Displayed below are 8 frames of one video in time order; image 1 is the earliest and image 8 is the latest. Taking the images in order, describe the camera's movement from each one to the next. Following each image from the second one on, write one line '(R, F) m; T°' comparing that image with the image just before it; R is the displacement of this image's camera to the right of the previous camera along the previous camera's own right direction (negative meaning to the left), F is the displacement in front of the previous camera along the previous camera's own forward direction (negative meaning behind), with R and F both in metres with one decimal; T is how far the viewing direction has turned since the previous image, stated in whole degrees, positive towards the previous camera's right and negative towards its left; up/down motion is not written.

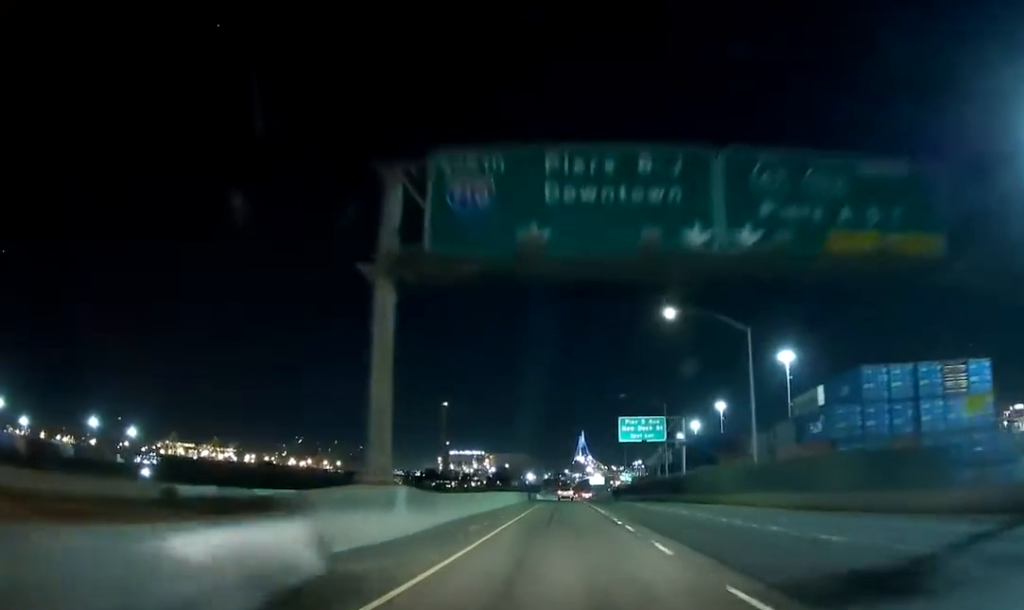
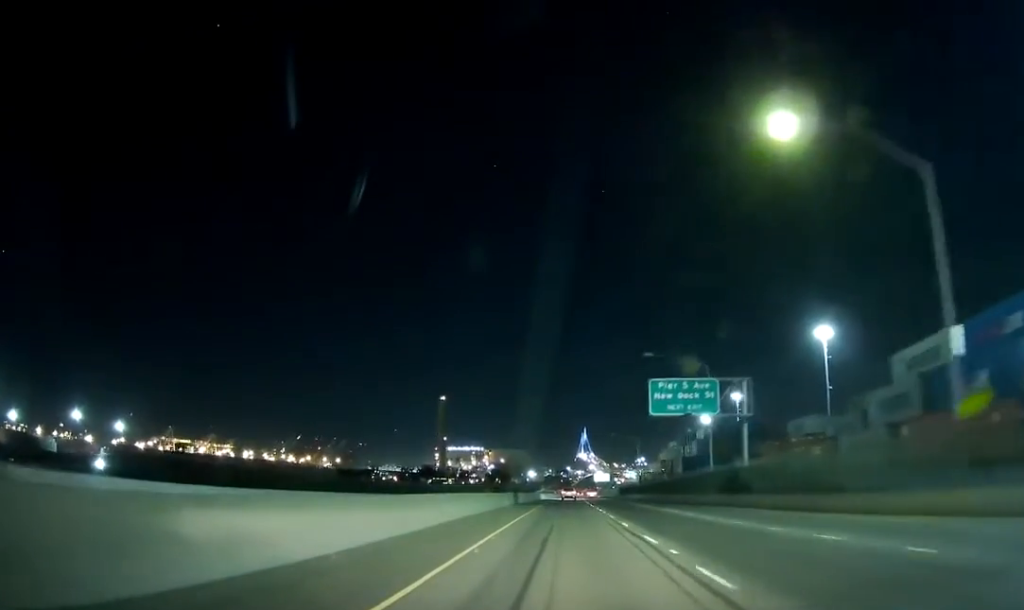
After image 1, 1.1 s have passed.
(+0.3, +26.5) m; +1°
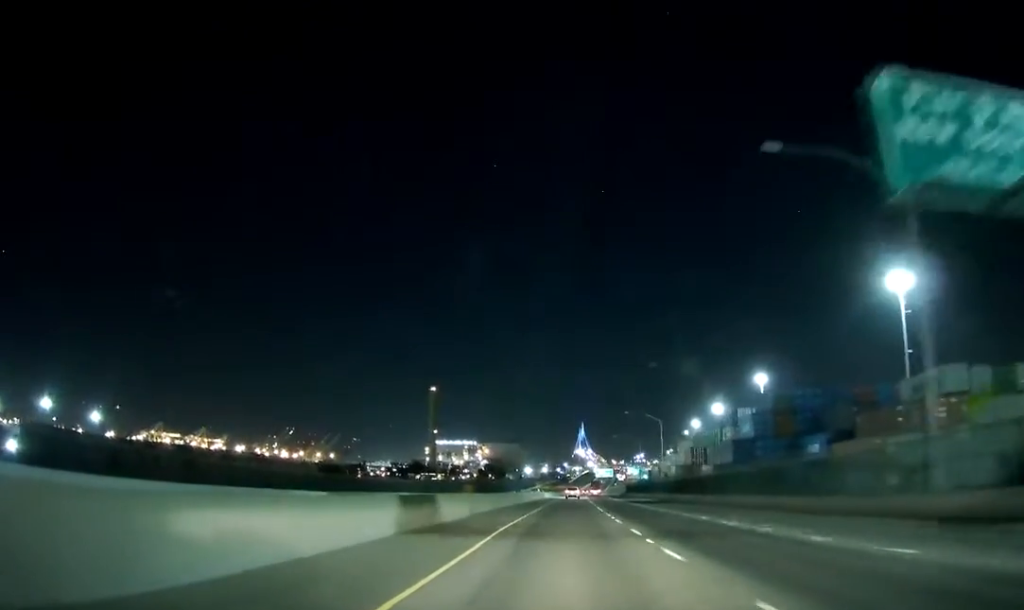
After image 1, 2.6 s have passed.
(-0.4, +39.2) m; -1°
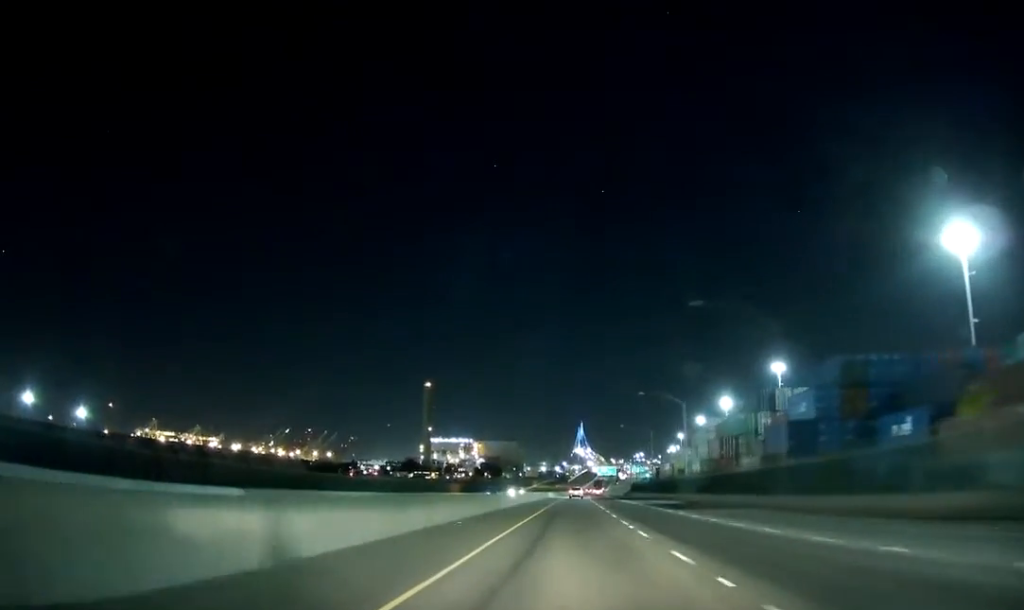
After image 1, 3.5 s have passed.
(0.0, +22.1) m; +1°
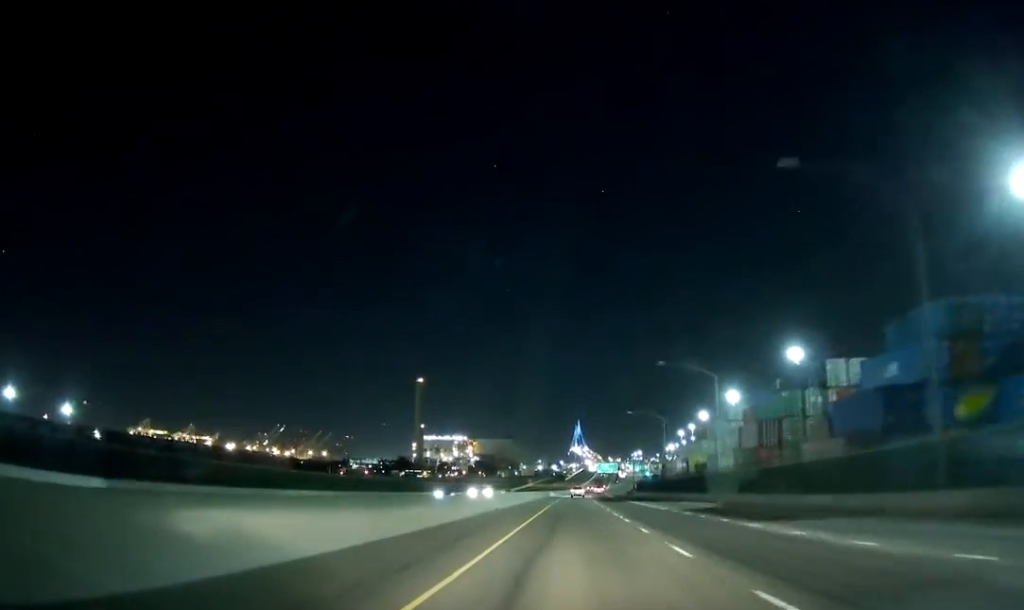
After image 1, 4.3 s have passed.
(+0.4, +20.6) m; 0°
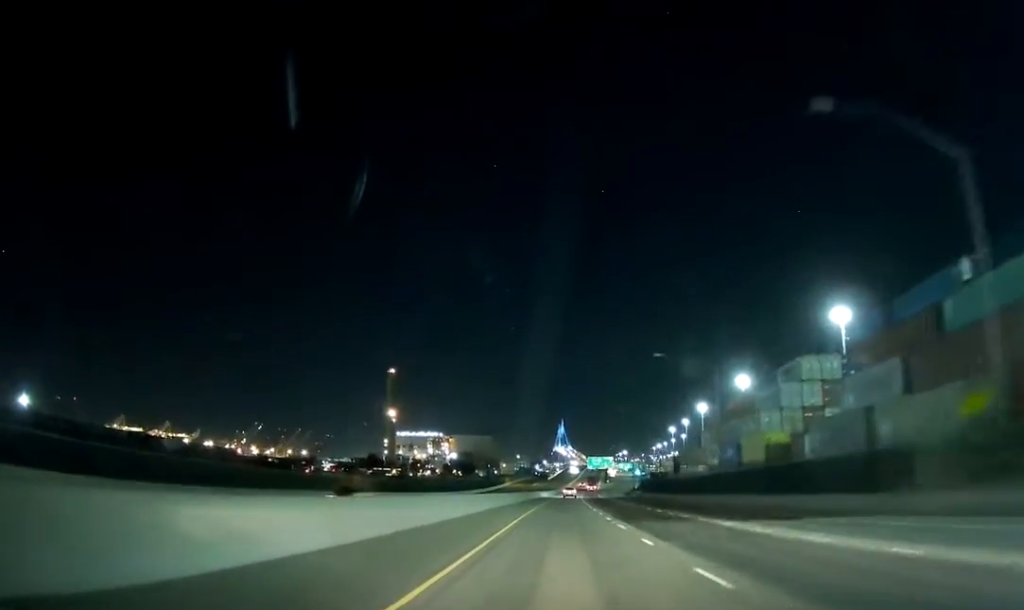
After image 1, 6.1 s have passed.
(+0.3, +46.4) m; +2°
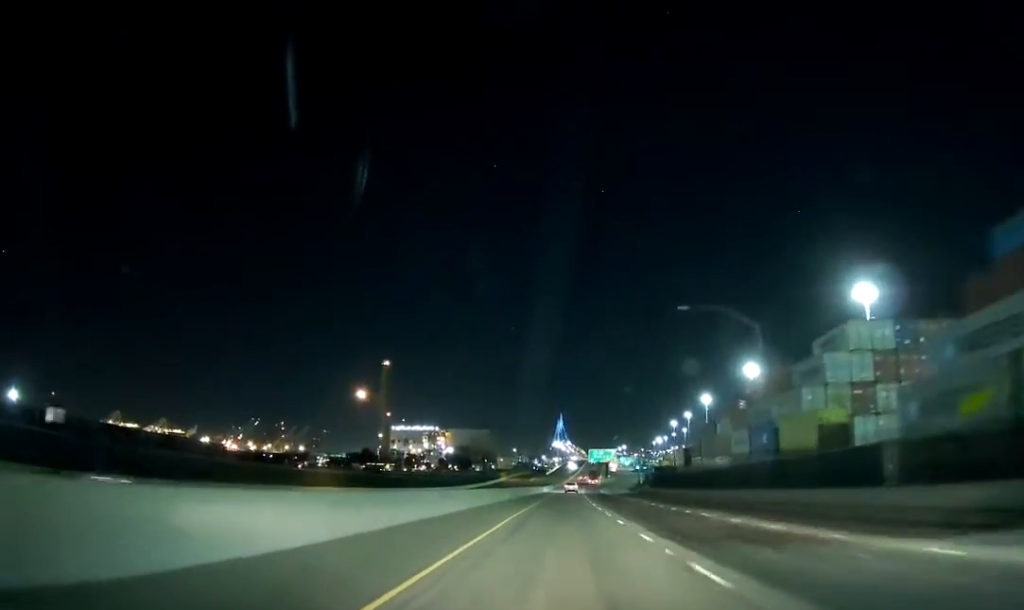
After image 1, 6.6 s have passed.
(+0.1, +15.1) m; 0°
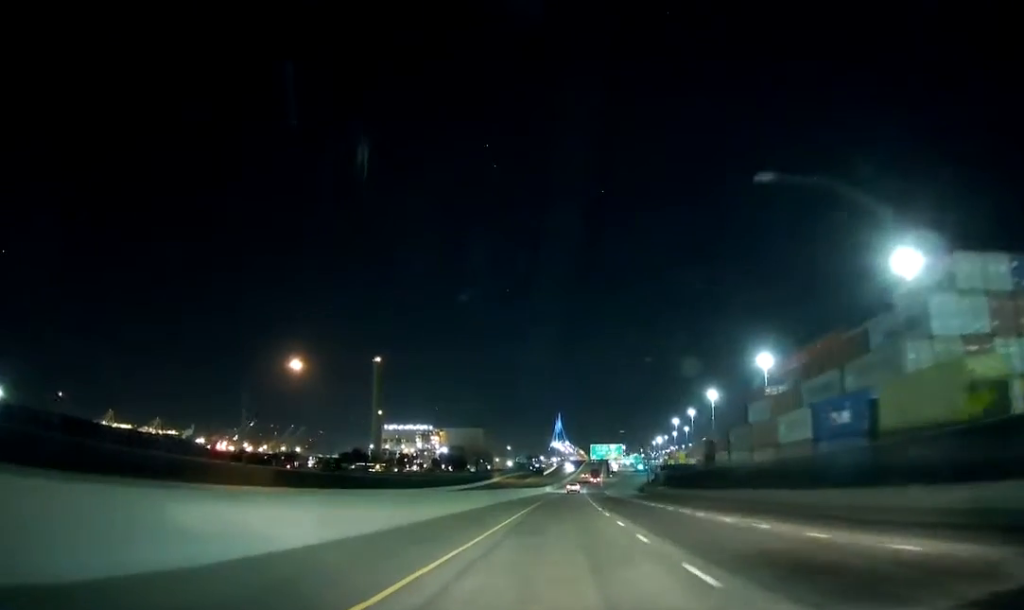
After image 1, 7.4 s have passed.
(-0.2, +19.5) m; 0°
